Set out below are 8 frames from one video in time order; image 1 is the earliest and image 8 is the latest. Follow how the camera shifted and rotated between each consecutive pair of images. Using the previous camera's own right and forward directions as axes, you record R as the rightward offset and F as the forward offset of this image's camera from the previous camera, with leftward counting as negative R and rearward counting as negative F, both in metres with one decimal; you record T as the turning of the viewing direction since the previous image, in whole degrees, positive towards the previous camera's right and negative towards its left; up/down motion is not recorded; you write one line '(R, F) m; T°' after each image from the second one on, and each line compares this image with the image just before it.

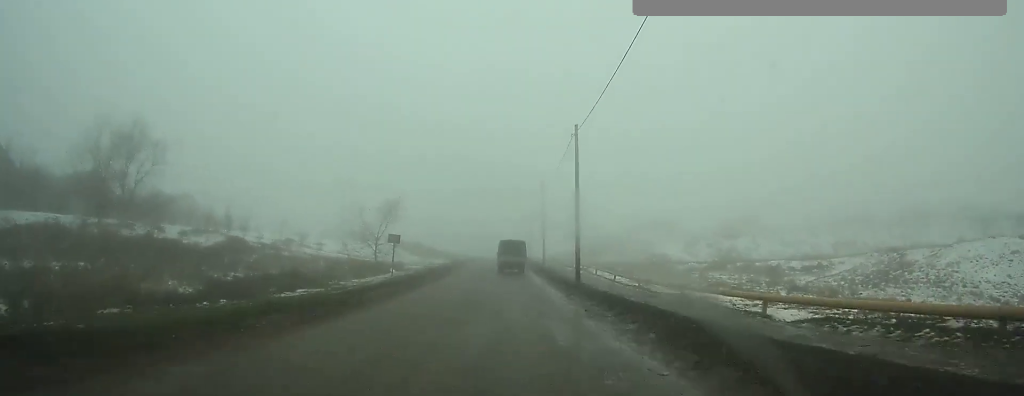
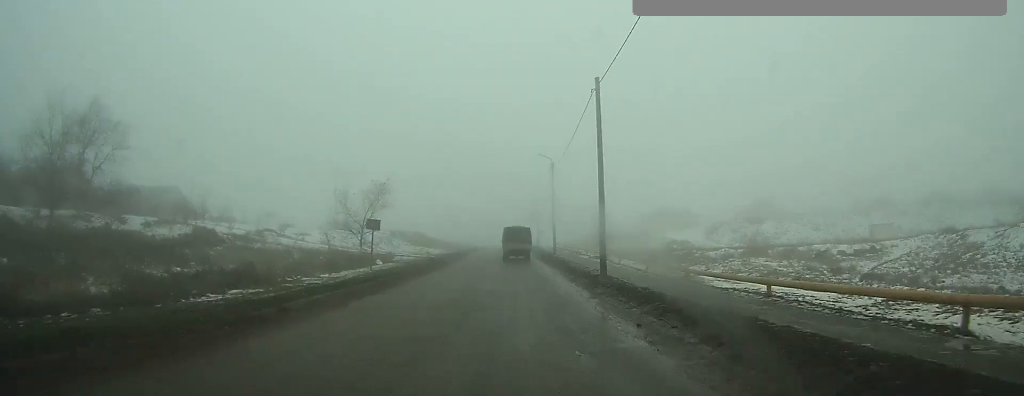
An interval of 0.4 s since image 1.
(0.0, +7.6) m; 0°
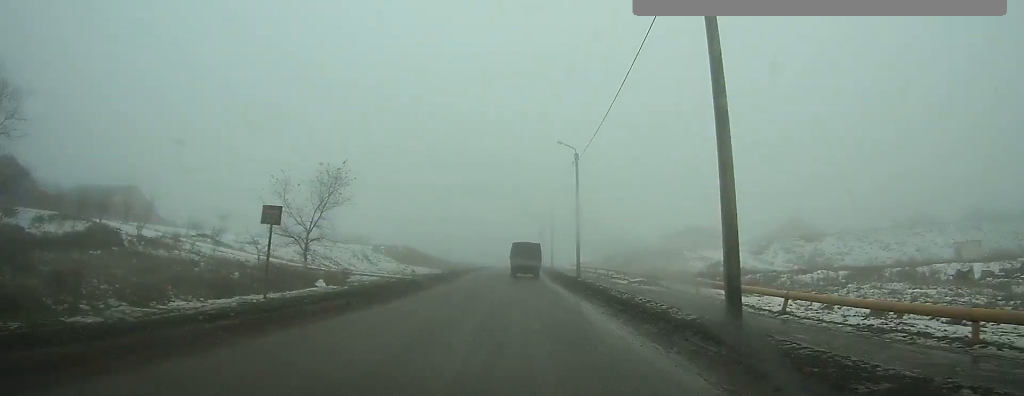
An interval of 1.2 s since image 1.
(-0.1, +14.3) m; -1°
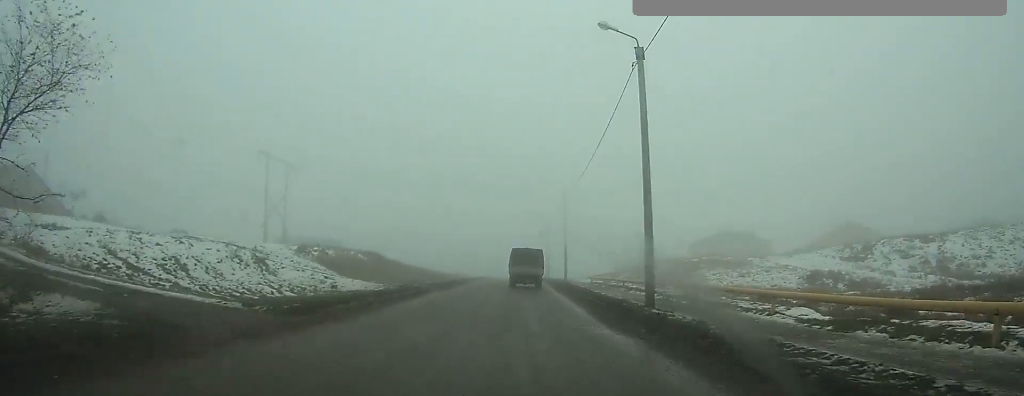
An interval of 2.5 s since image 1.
(-0.1, +21.2) m; 0°
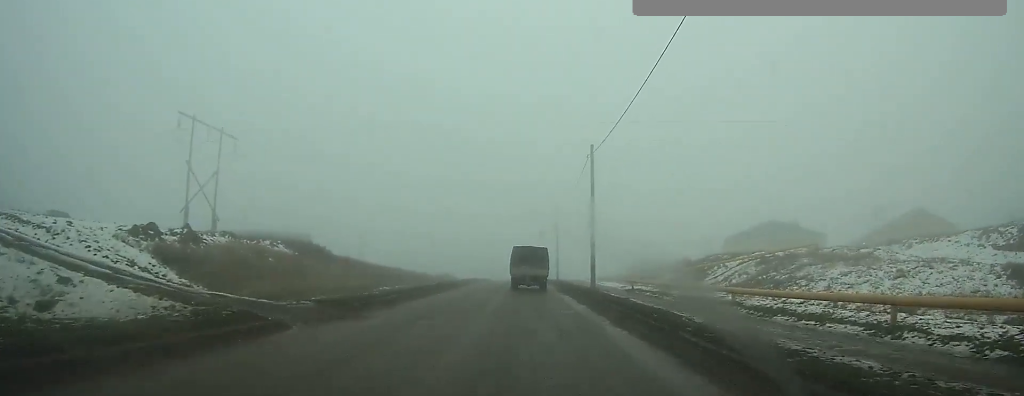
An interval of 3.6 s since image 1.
(0.0, +17.4) m; 0°
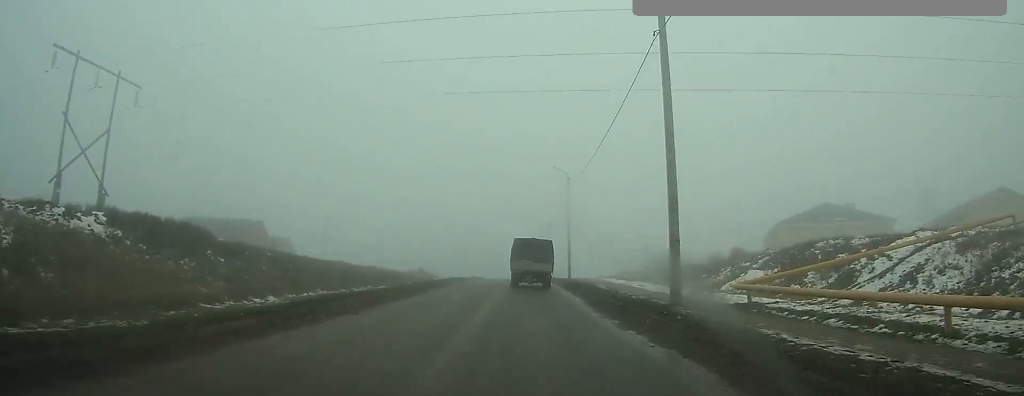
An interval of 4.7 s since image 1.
(-0.1, +15.9) m; 0°
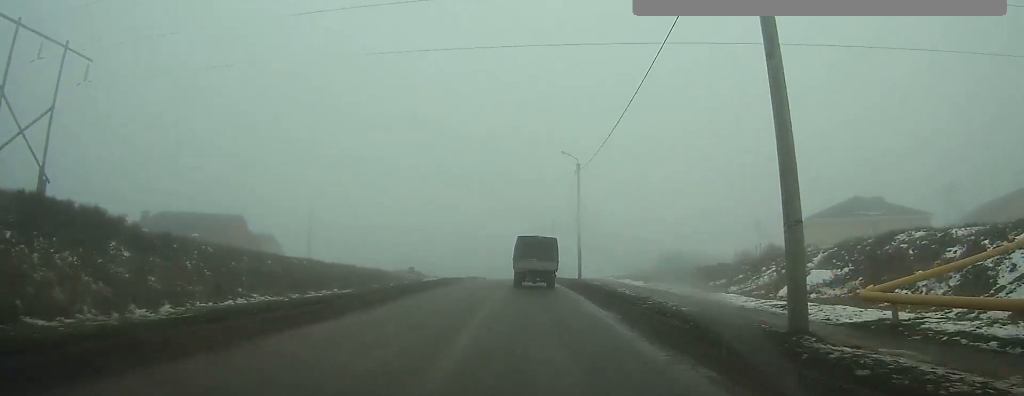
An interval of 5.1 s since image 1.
(0.0, +6.0) m; 0°
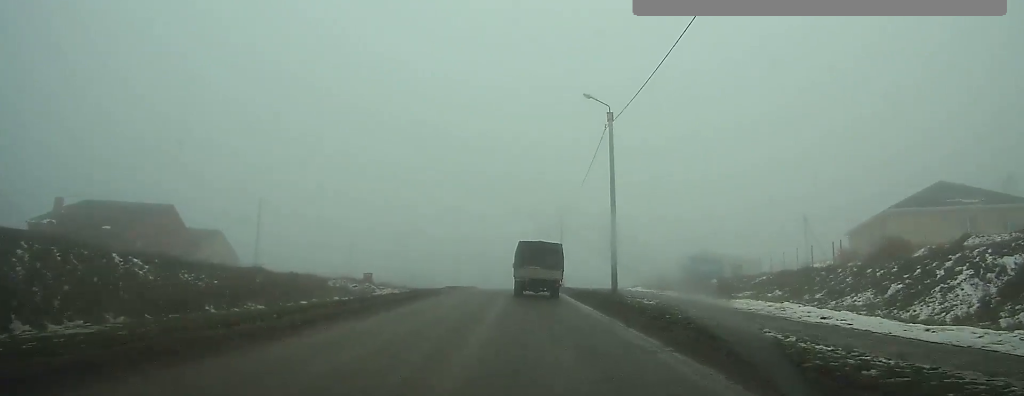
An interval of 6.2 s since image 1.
(+0.1, +13.7) m; +1°
